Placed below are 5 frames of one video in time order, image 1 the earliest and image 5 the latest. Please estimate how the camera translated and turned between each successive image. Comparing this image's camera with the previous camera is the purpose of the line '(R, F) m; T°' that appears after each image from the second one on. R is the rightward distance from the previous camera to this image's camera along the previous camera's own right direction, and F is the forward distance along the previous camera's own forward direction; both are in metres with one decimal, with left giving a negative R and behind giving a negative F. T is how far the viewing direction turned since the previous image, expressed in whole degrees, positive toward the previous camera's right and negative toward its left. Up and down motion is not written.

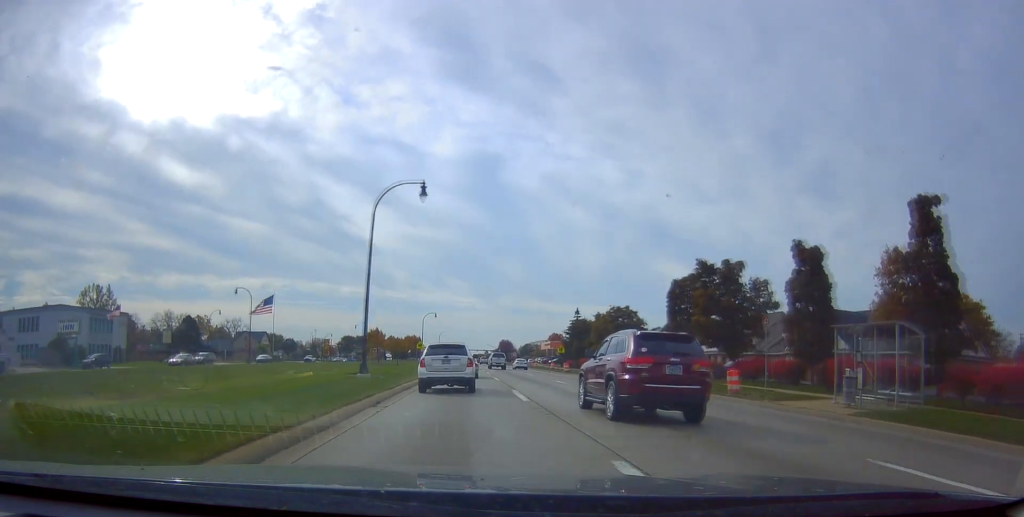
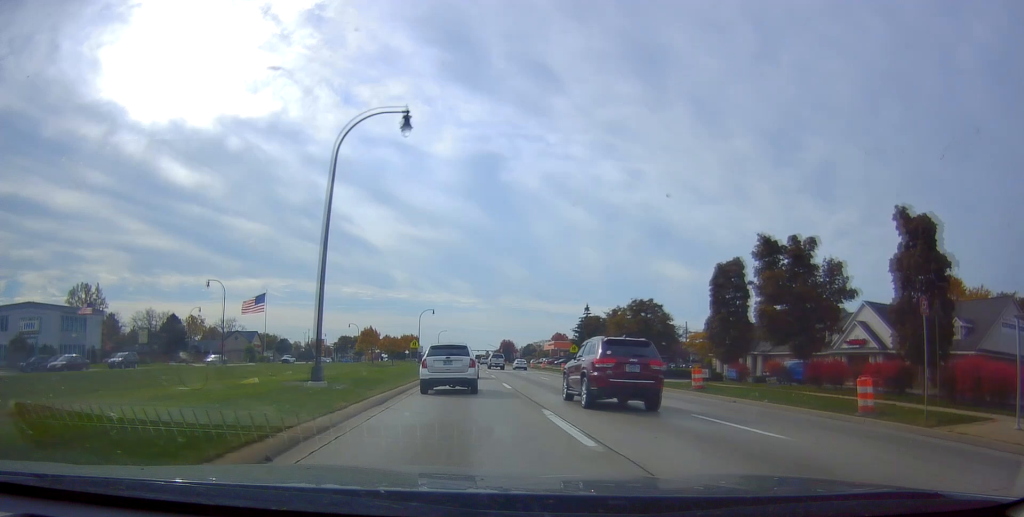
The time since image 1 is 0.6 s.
(0.0, +8.6) m; 0°
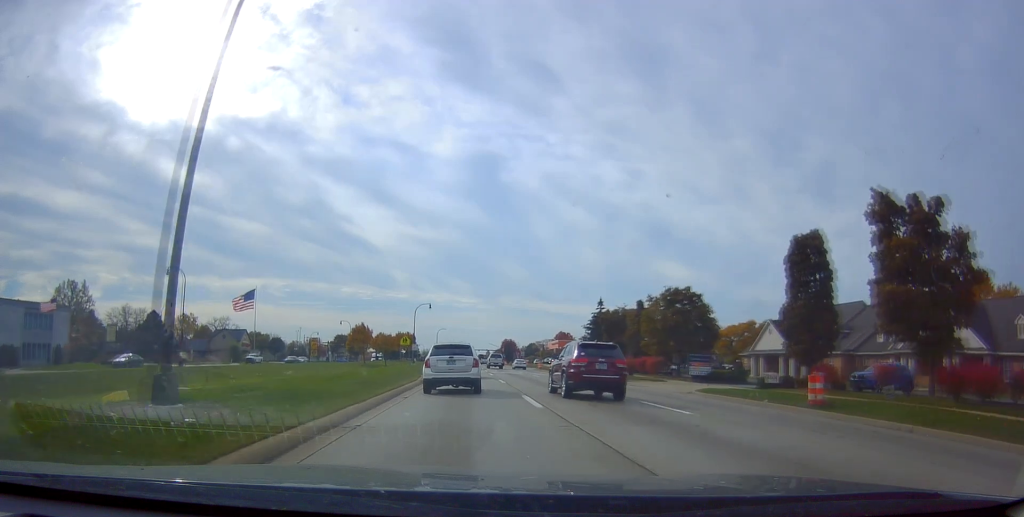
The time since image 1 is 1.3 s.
(+0.1, +9.9) m; -1°
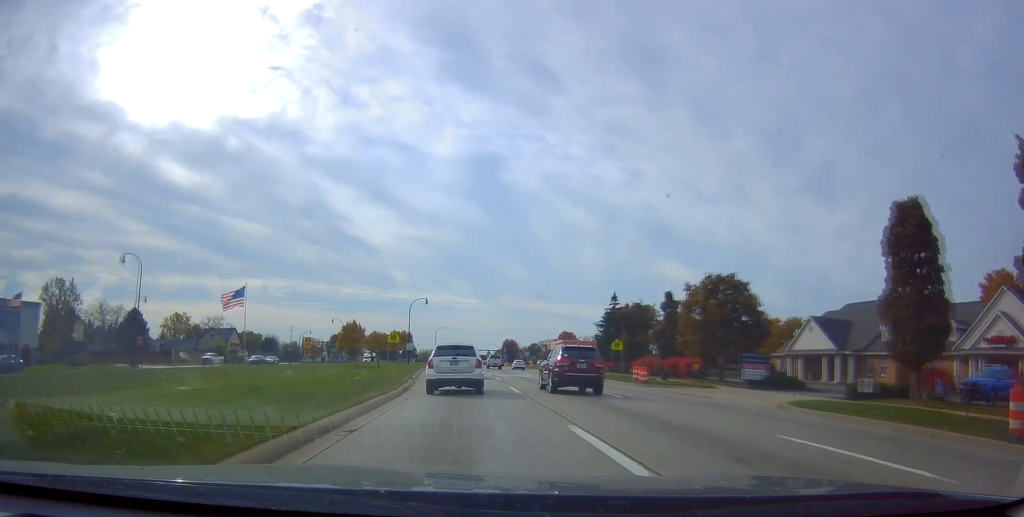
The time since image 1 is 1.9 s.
(-0.2, +8.5) m; 0°
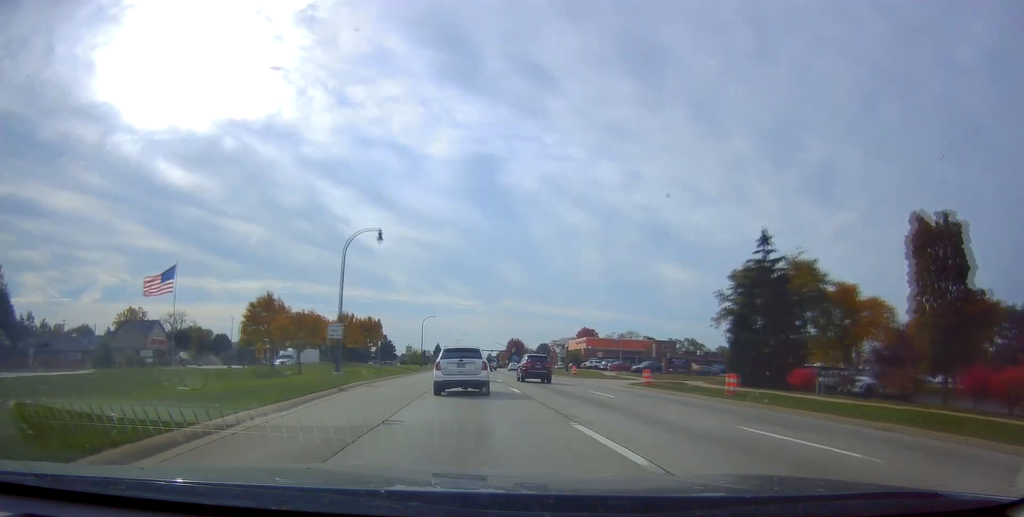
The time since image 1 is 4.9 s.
(+0.9, +43.1) m; 0°
